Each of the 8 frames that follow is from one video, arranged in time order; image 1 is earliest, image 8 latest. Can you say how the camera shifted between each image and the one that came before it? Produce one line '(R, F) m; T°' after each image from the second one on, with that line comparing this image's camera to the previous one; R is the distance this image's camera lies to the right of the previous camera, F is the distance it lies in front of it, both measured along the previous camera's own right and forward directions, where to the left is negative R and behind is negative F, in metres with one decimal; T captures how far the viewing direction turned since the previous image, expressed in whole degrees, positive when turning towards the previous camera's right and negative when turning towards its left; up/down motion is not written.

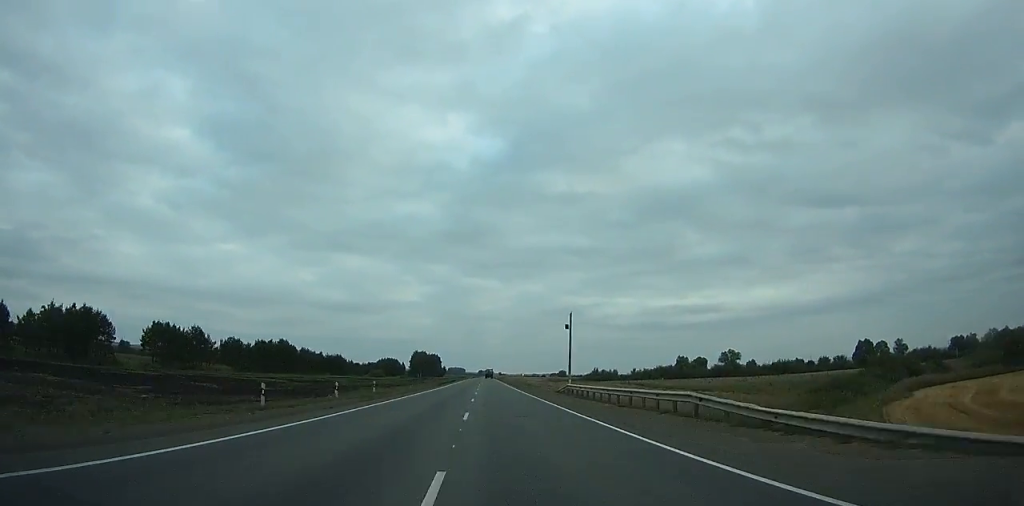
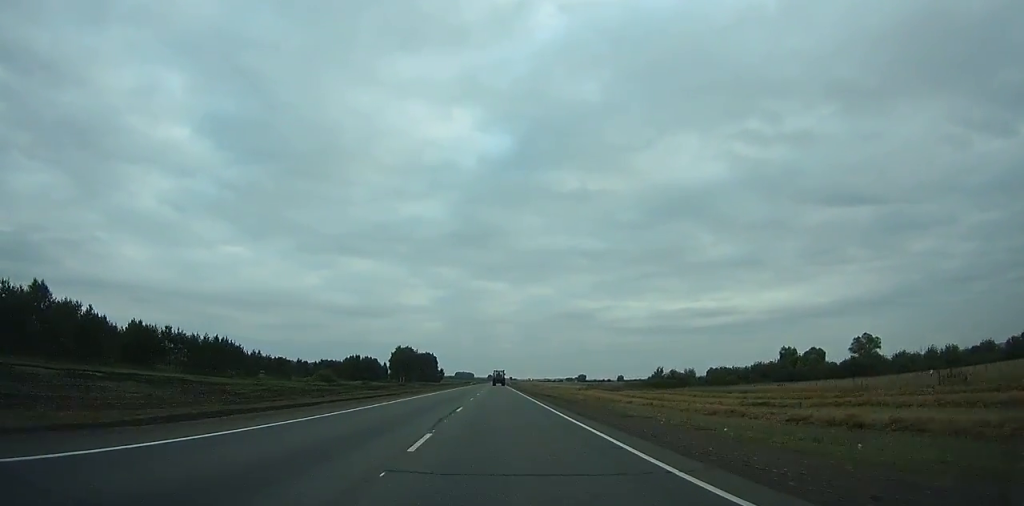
(+0.4, +115.1) m; 0°
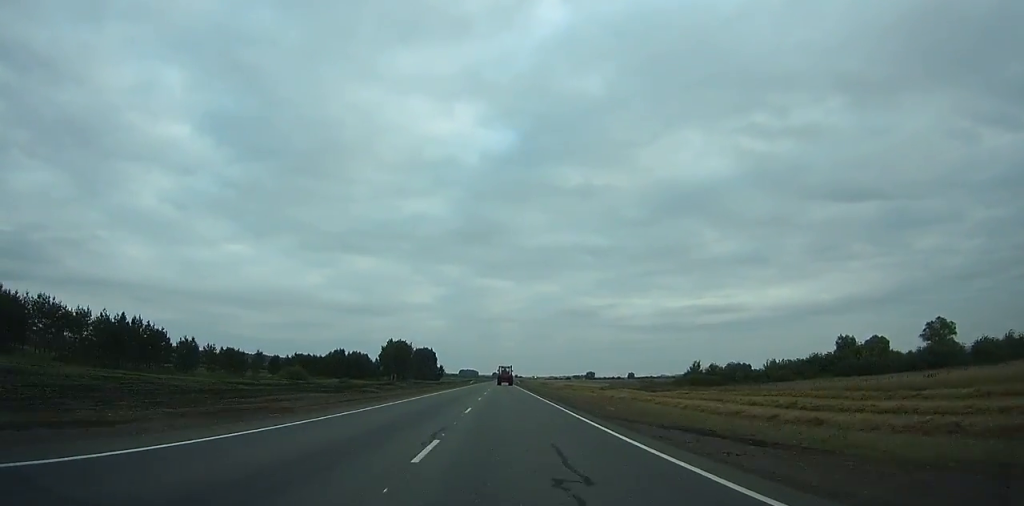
(-0.1, +38.8) m; 0°
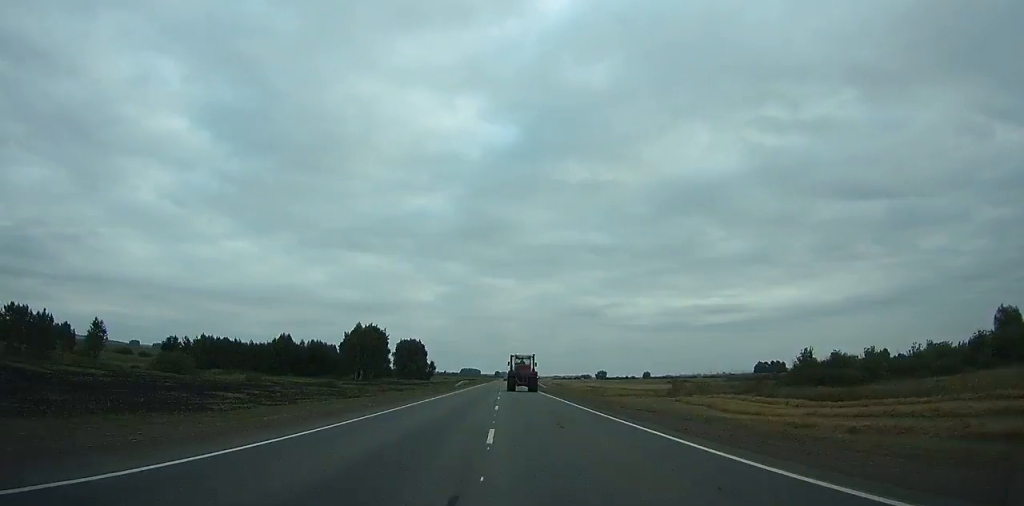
(-0.4, +68.7) m; 0°
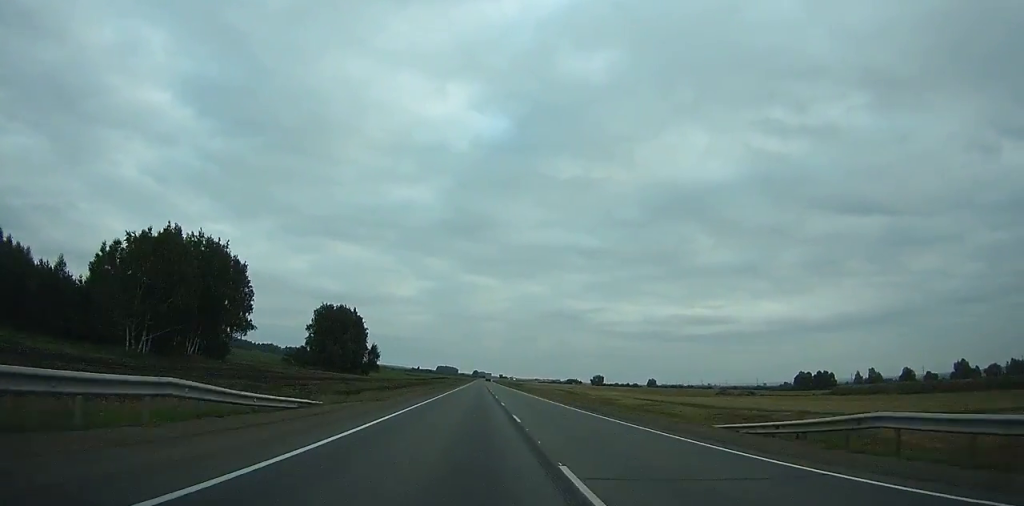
(-0.7, +114.3) m; +2°
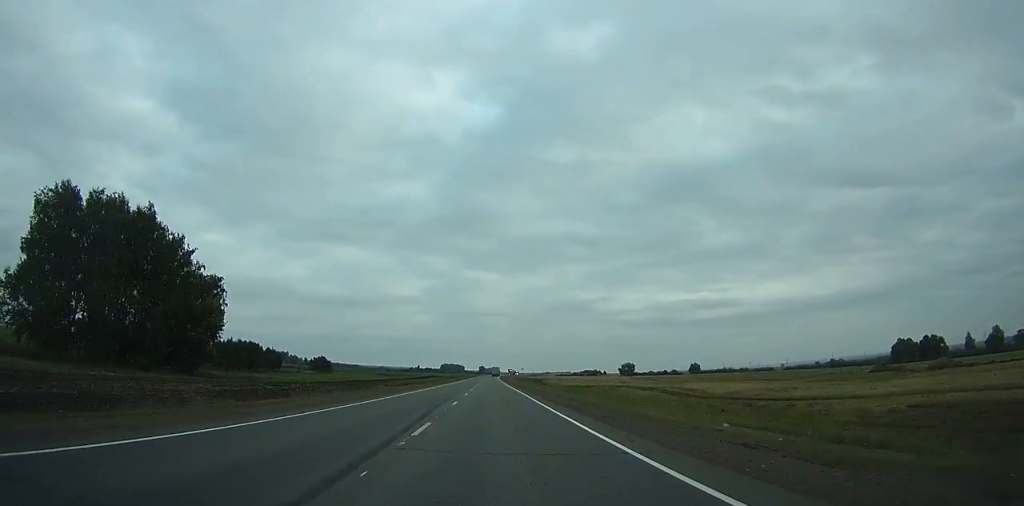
(+5.7, +110.8) m; 0°
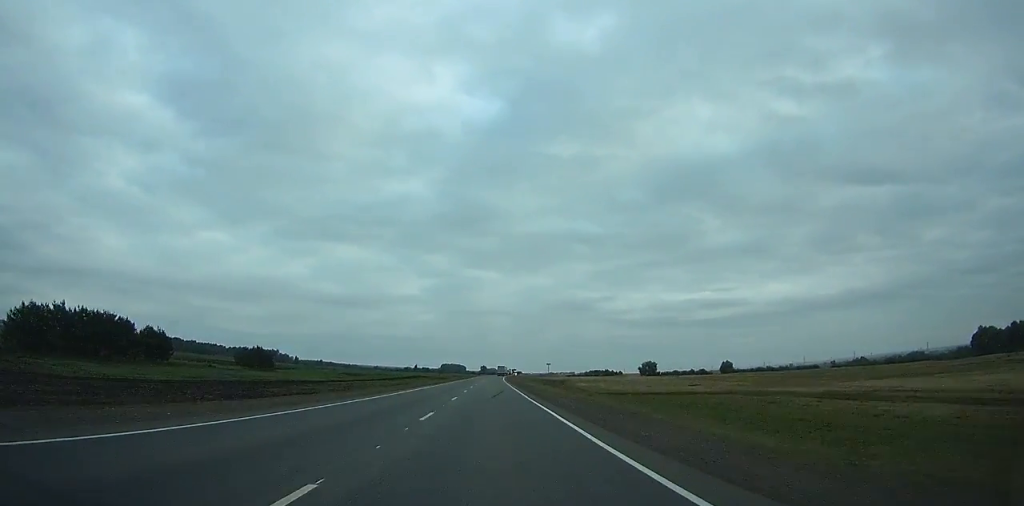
(-4.9, +67.9) m; -2°
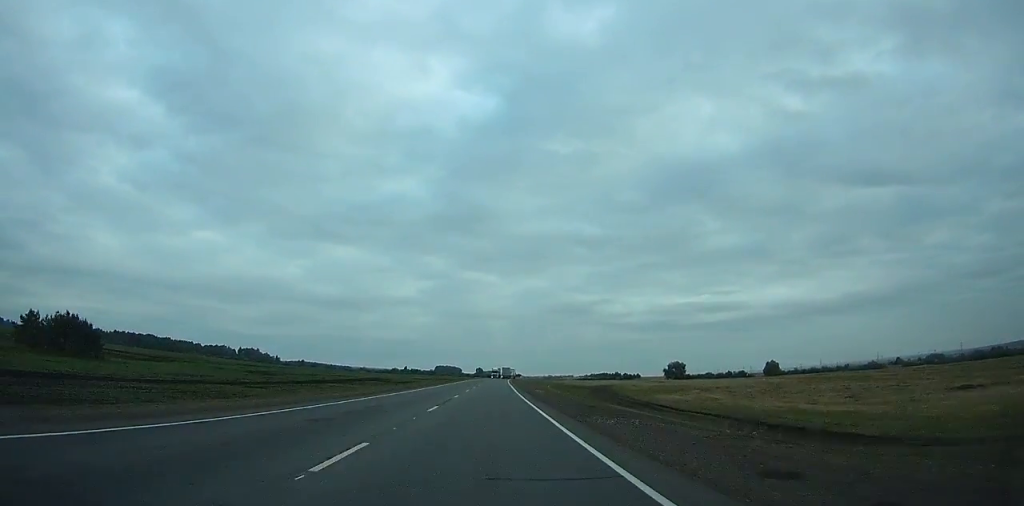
(-0.9, +81.1) m; +1°
